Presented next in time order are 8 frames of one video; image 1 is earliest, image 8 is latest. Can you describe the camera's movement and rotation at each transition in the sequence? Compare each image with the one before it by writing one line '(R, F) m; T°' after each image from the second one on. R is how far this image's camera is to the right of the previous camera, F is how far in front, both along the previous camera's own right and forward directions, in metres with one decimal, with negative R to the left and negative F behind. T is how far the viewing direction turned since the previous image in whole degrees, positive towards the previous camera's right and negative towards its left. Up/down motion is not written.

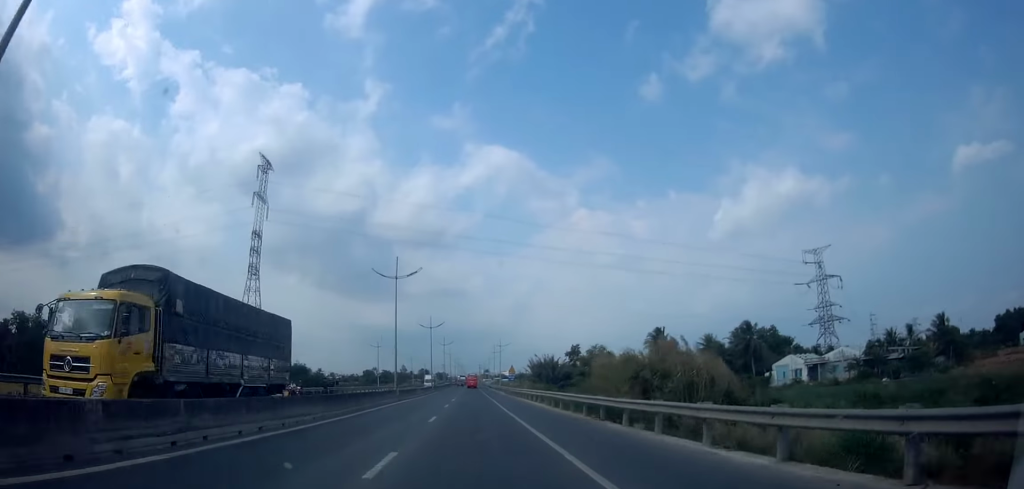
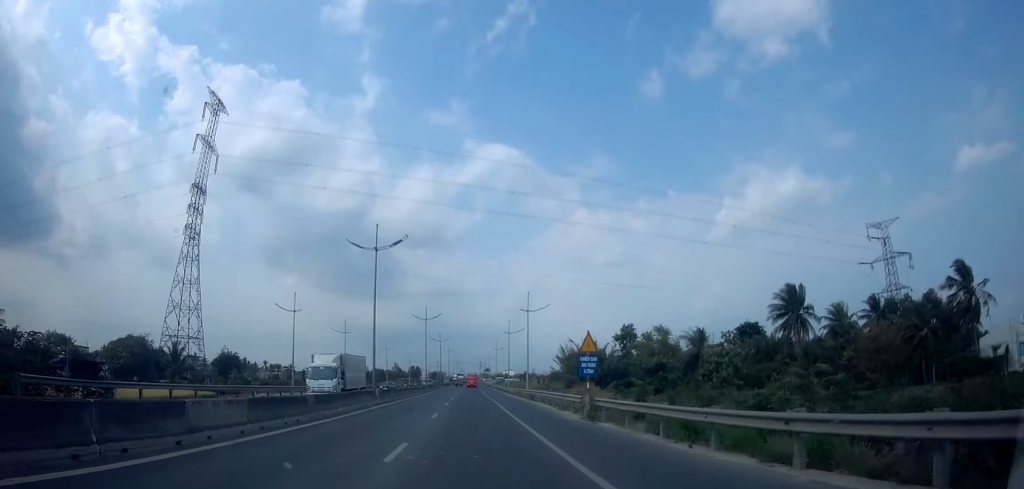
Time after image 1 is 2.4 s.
(-1.4, +45.8) m; 0°
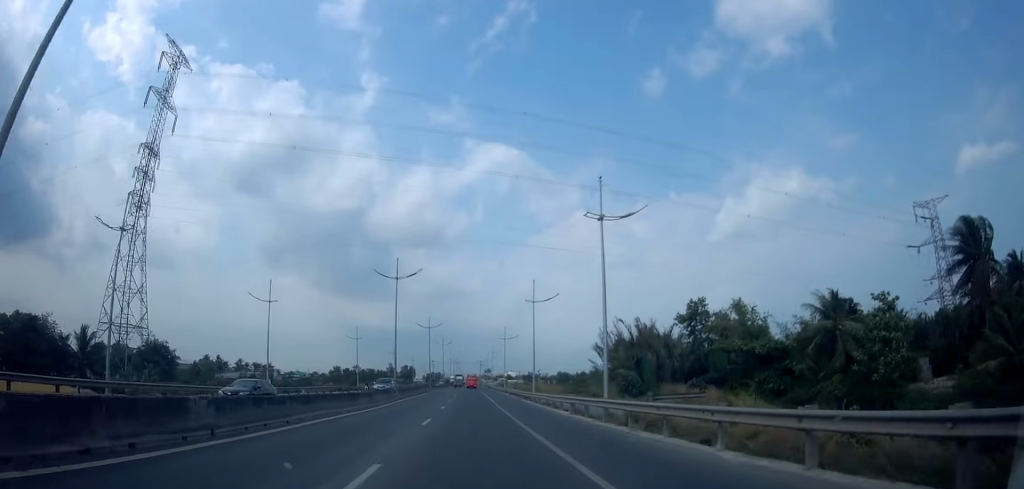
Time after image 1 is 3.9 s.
(-0.2, +27.7) m; 0°
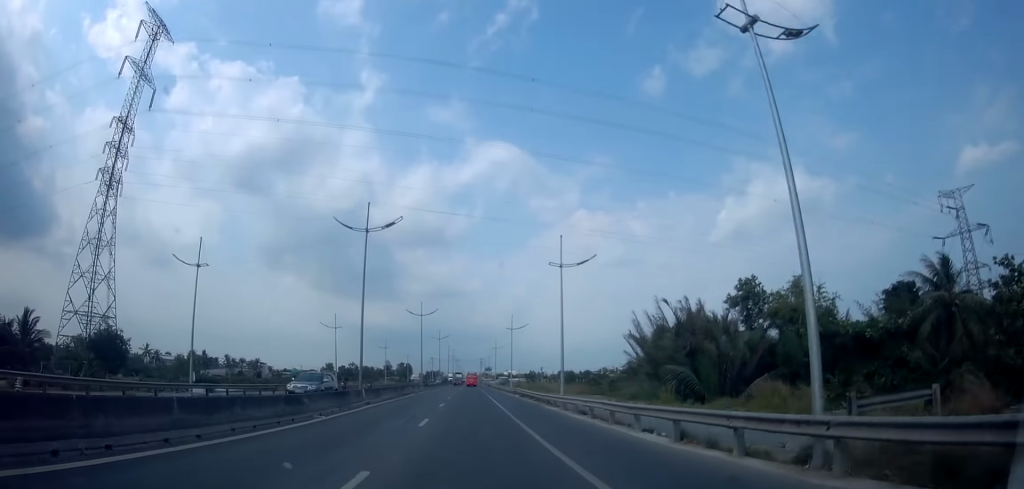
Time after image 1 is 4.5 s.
(+0.3, +12.9) m; 0°
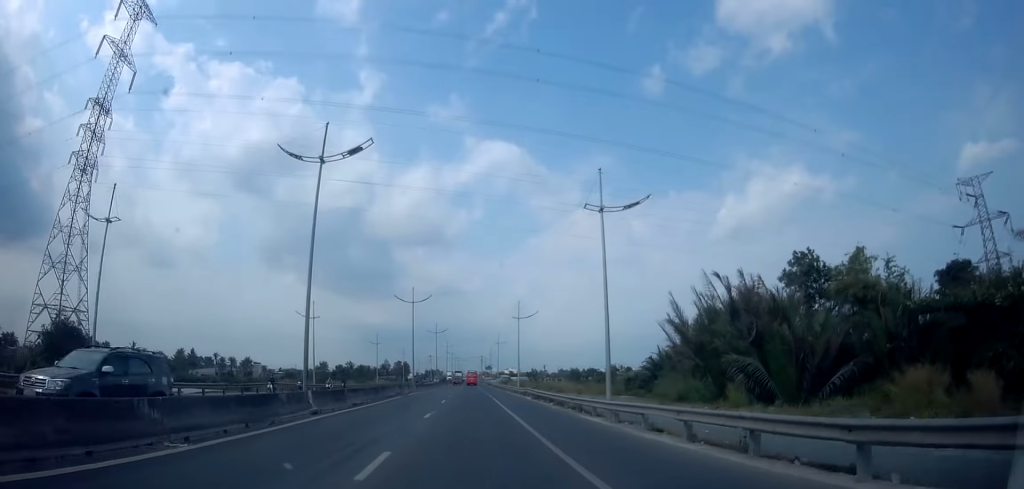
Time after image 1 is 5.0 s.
(+0.4, +9.7) m; 0°
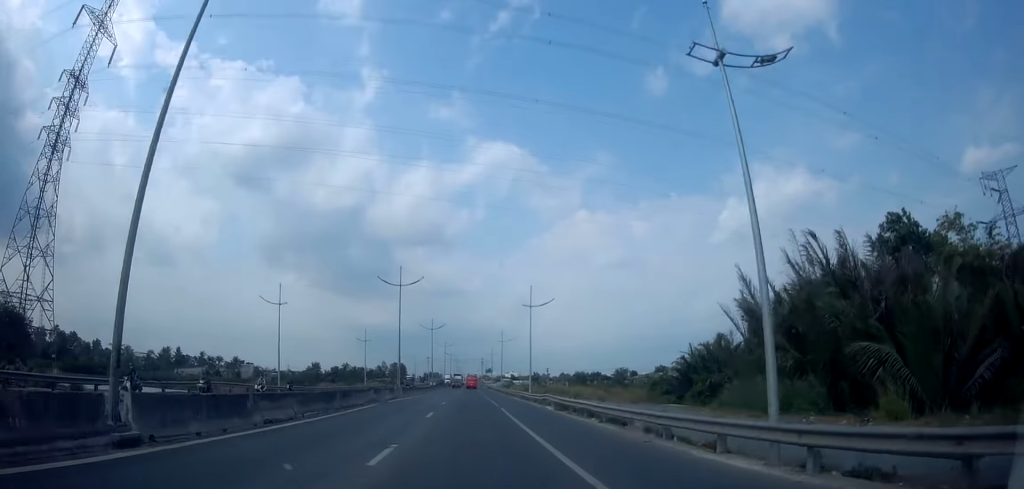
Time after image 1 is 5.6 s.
(-0.5, +10.7) m; 0°
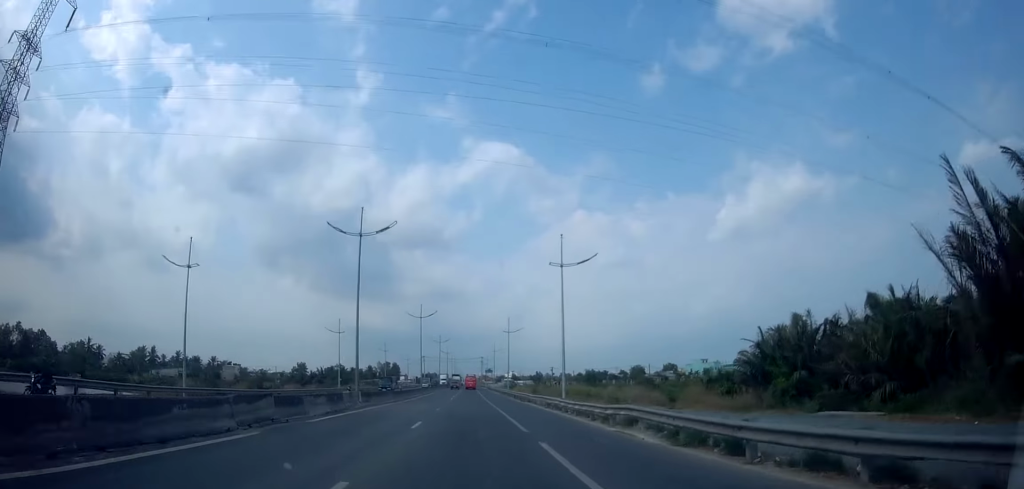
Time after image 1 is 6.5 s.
(0.0, +16.7) m; 0°
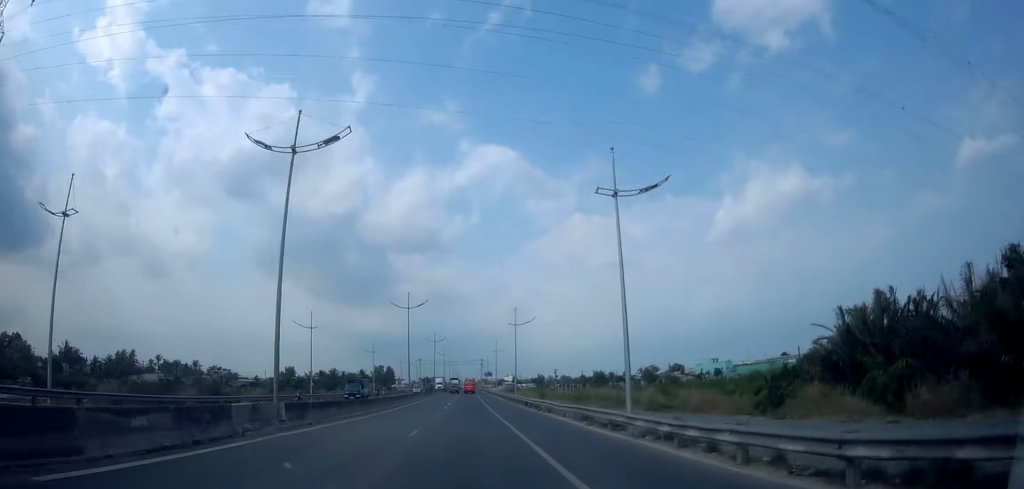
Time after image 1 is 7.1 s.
(+0.4, +11.9) m; 0°
